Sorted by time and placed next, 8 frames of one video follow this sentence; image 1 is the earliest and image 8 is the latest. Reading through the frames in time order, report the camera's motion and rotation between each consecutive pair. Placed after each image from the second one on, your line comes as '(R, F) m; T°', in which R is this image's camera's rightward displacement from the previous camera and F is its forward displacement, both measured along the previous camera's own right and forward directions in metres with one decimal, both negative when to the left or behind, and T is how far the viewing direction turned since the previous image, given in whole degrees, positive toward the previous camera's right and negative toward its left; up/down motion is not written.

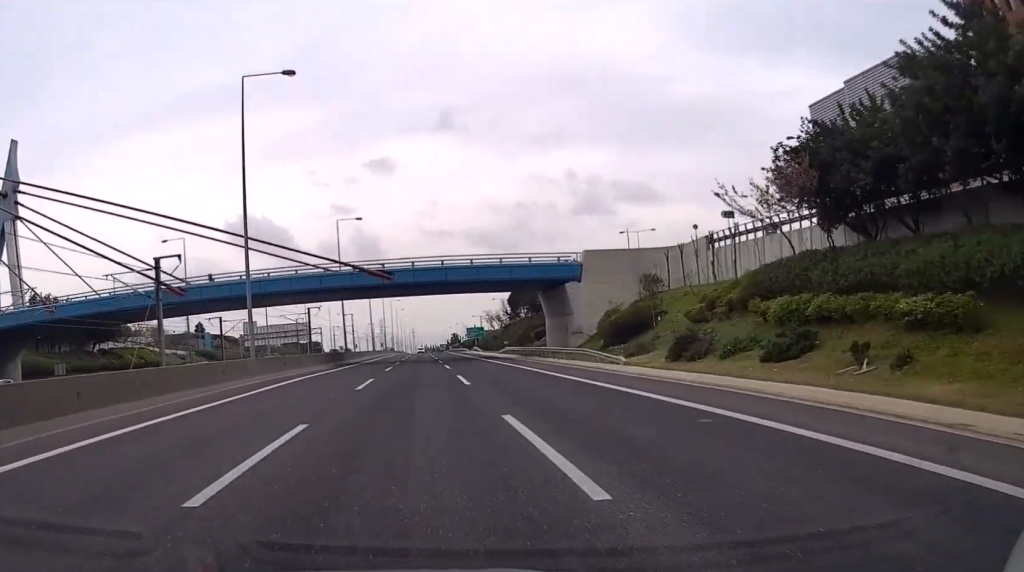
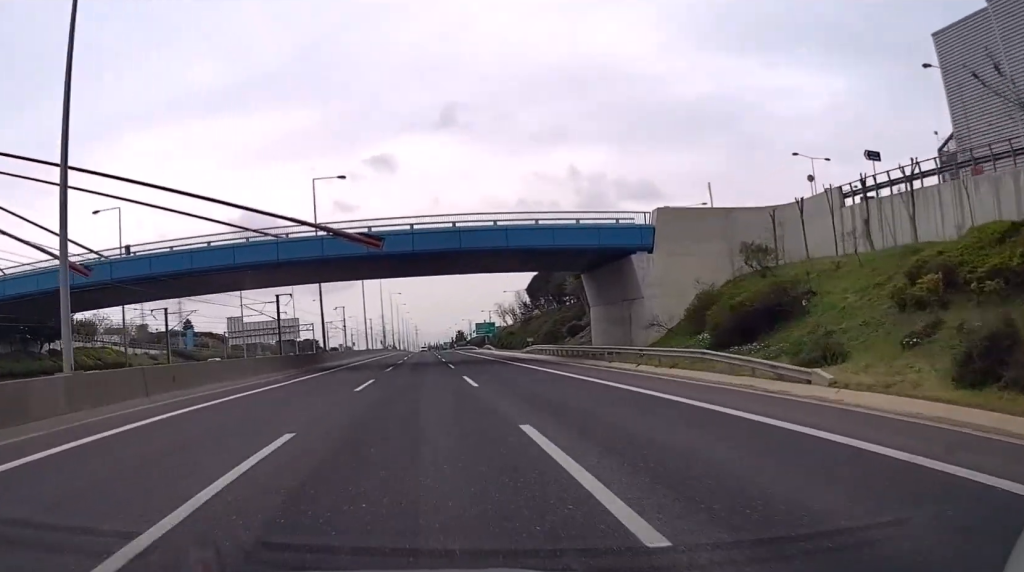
(0.0, +19.9) m; 0°
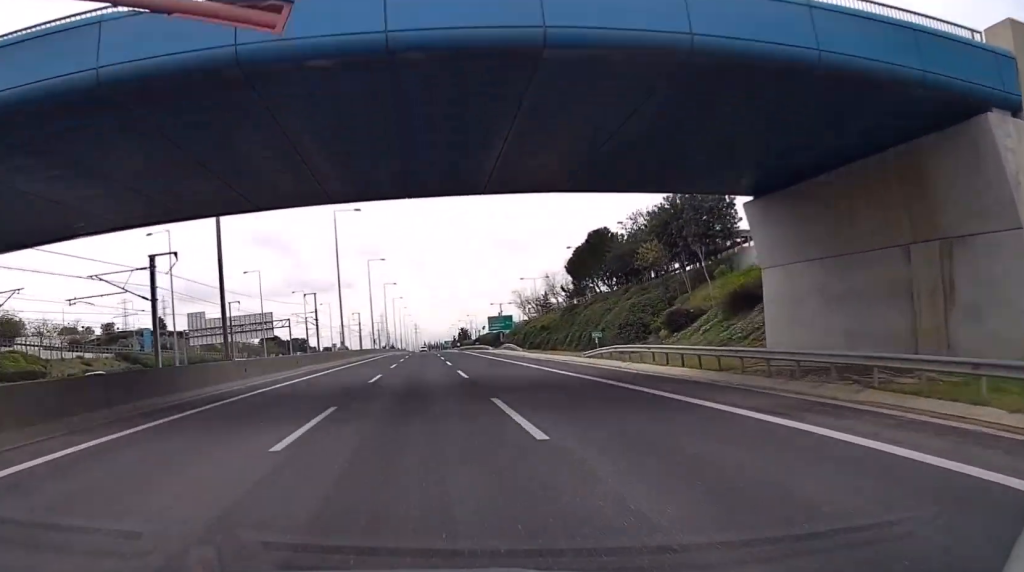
(-0.1, +30.9) m; 0°
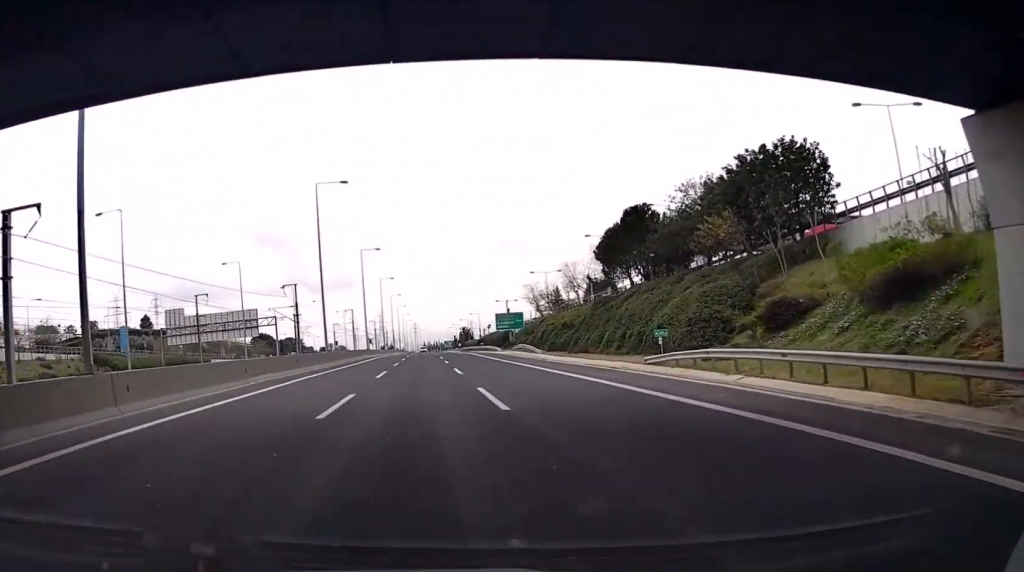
(0.0, +14.0) m; 0°
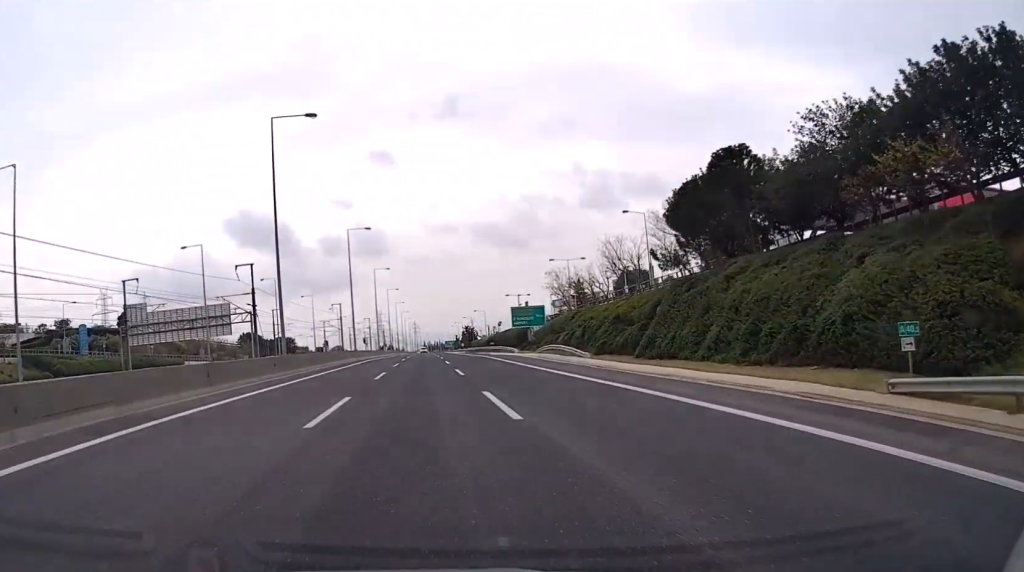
(0.0, +18.9) m; 0°
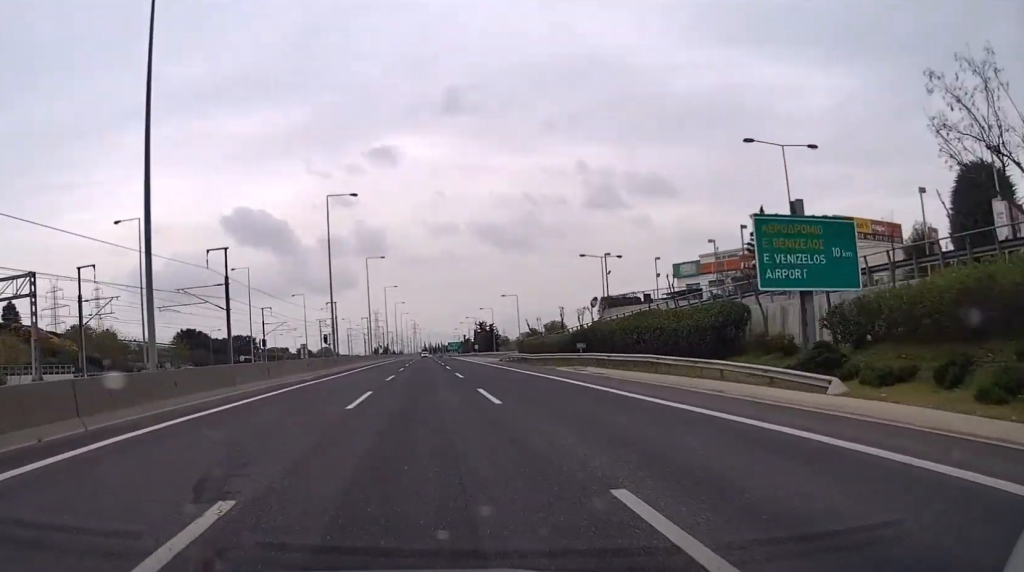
(-0.1, +66.7) m; 0°
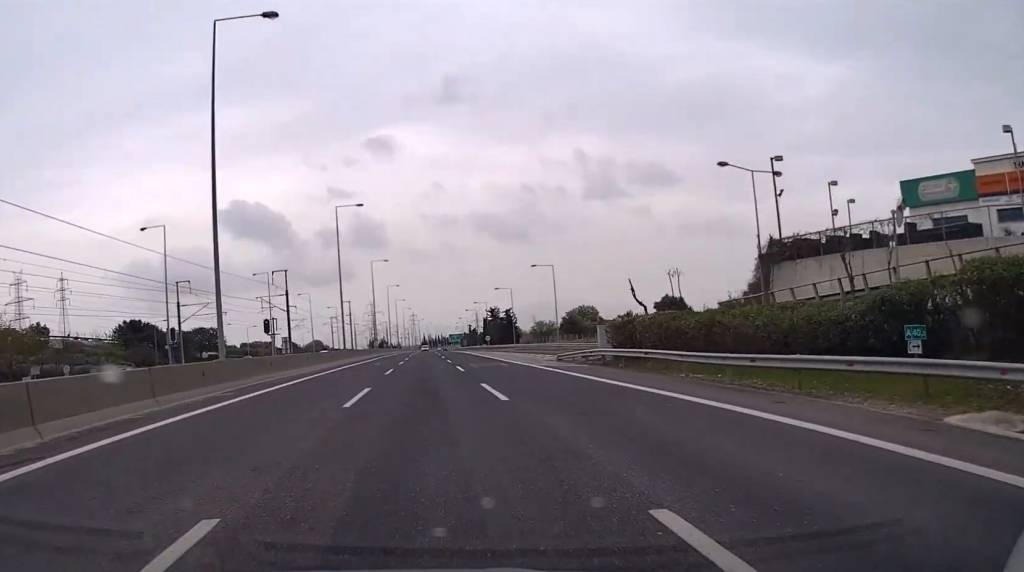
(-0.1, +37.8) m; 0°
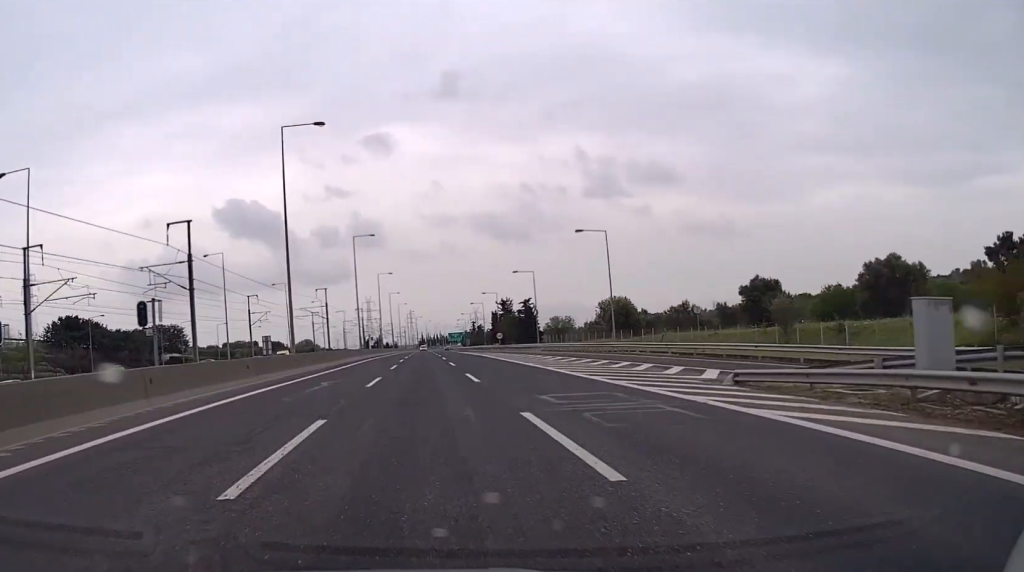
(+0.1, +27.9) m; 0°
